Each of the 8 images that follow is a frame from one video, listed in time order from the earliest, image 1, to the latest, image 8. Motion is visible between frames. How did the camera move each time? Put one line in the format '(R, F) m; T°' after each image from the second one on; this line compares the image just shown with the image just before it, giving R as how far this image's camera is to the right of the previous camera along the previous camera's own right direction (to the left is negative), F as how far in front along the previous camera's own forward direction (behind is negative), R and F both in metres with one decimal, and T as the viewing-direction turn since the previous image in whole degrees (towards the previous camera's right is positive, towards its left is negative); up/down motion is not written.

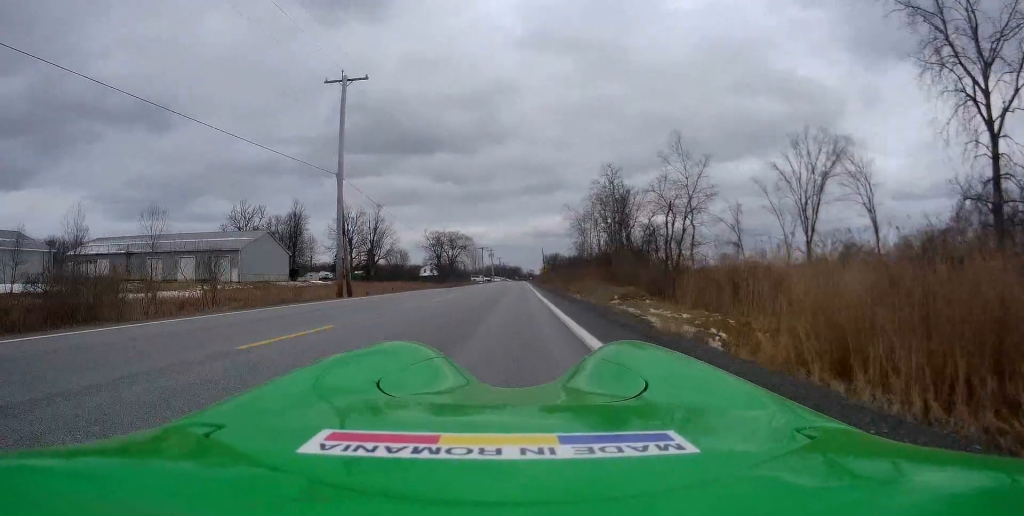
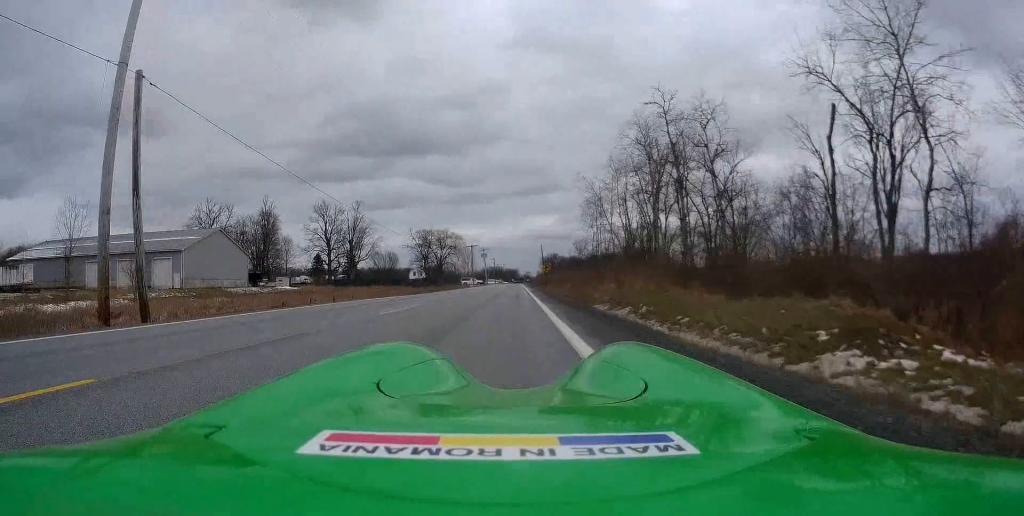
(+0.1, +17.4) m; 0°
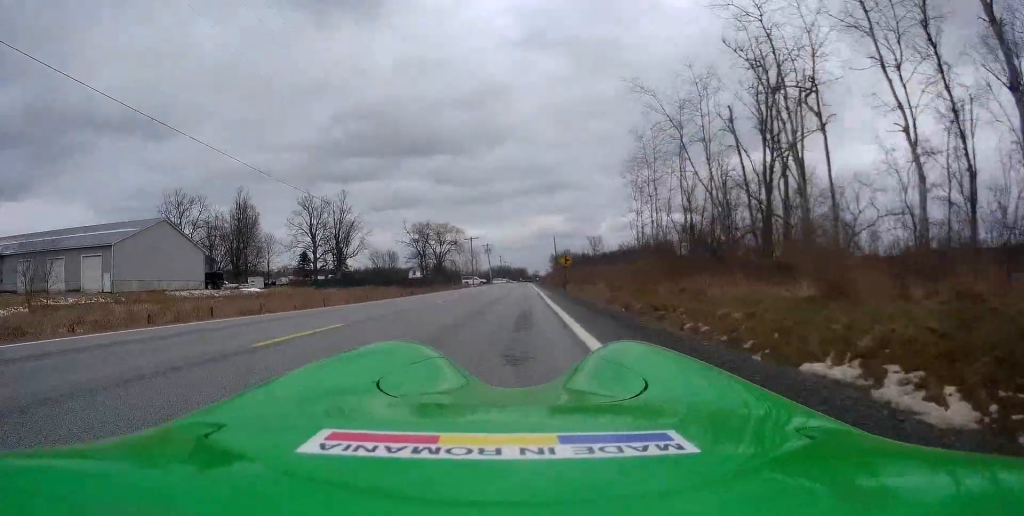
(+0.1, +18.6) m; 0°
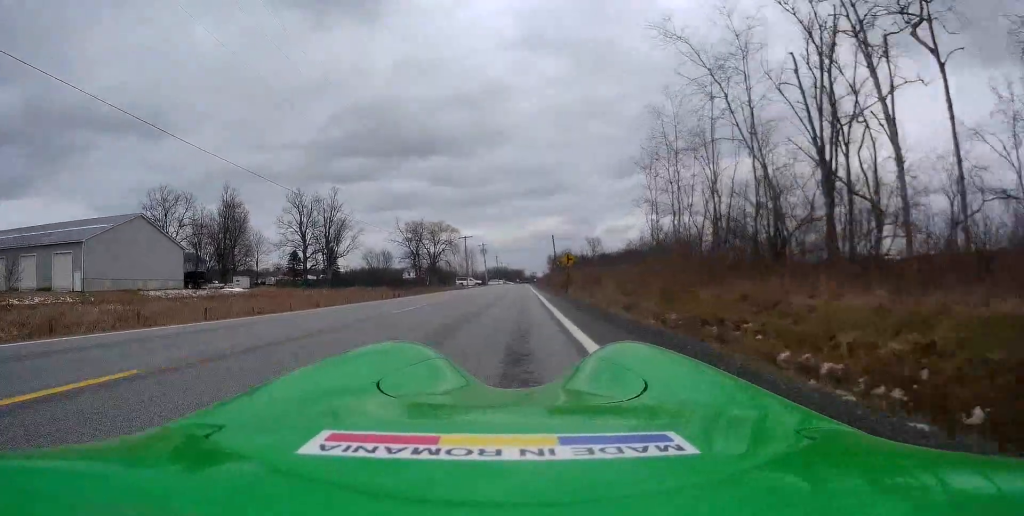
(-0.2, +5.0) m; 0°
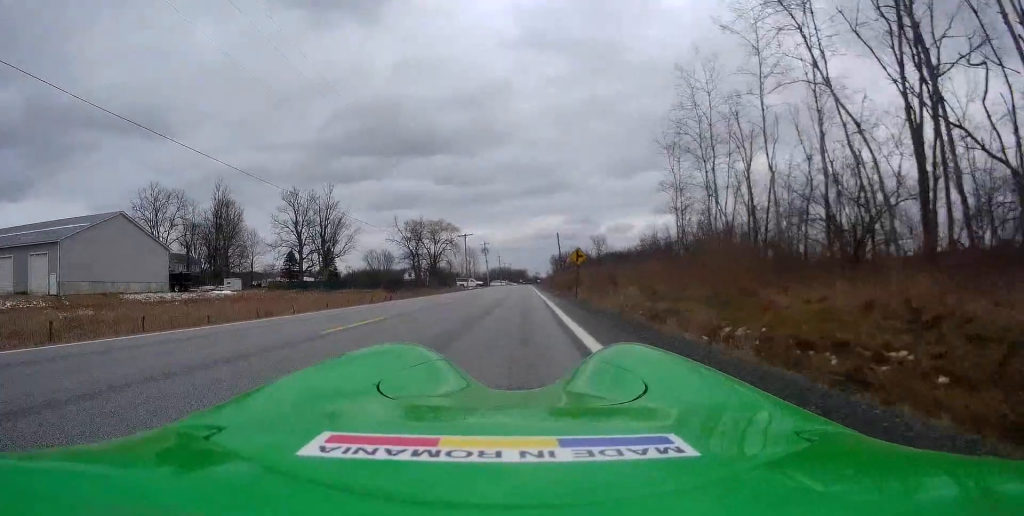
(-0.2, +5.0) m; 0°
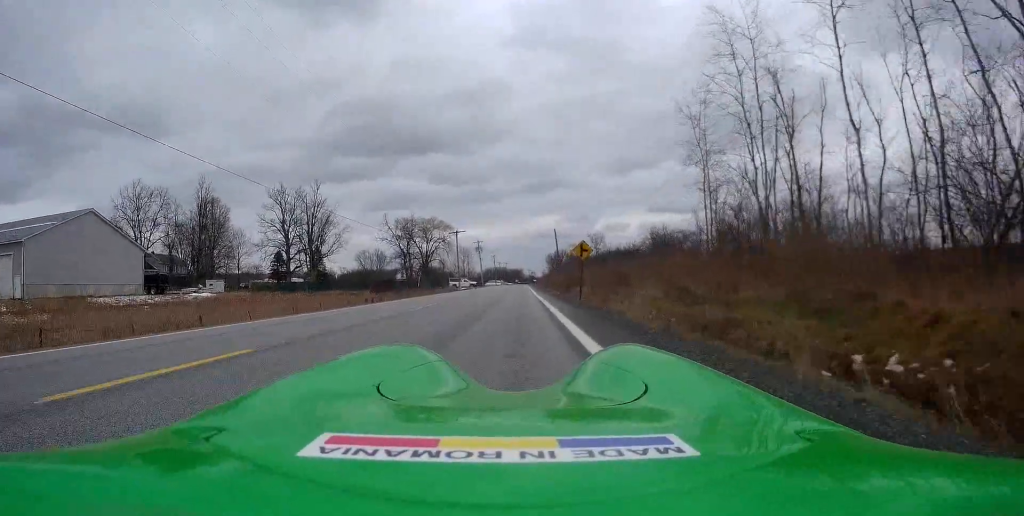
(+0.2, +5.1) m; +1°
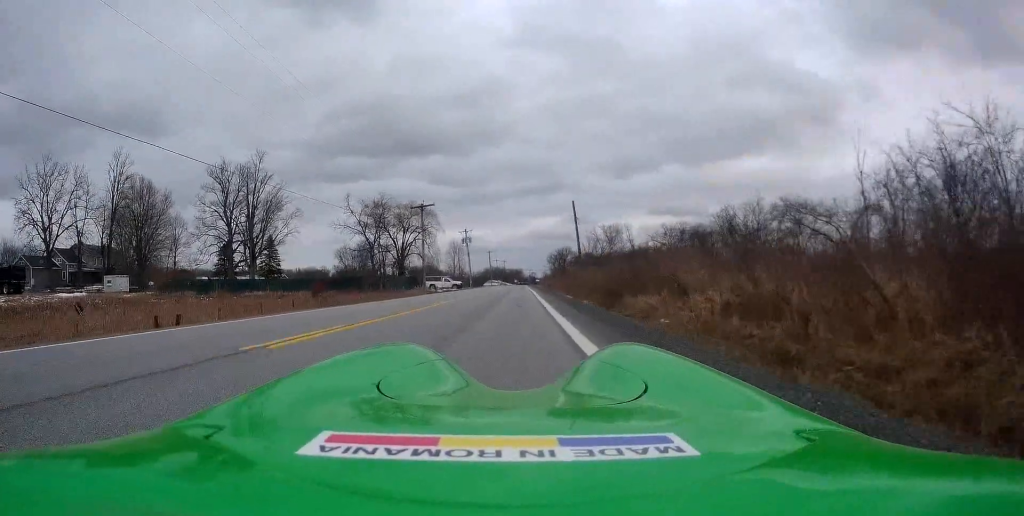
(+0.1, +29.3) m; 0°
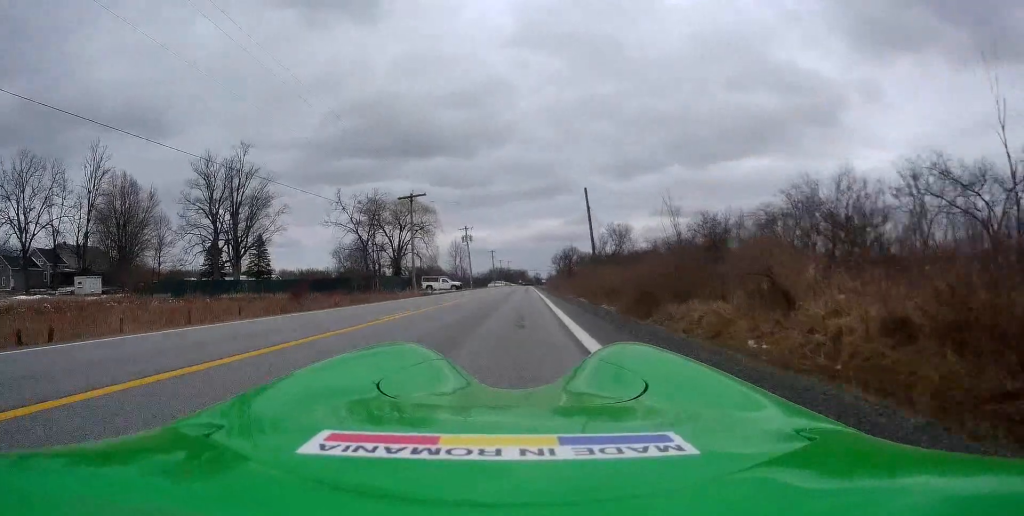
(+0.1, +7.0) m; 0°
